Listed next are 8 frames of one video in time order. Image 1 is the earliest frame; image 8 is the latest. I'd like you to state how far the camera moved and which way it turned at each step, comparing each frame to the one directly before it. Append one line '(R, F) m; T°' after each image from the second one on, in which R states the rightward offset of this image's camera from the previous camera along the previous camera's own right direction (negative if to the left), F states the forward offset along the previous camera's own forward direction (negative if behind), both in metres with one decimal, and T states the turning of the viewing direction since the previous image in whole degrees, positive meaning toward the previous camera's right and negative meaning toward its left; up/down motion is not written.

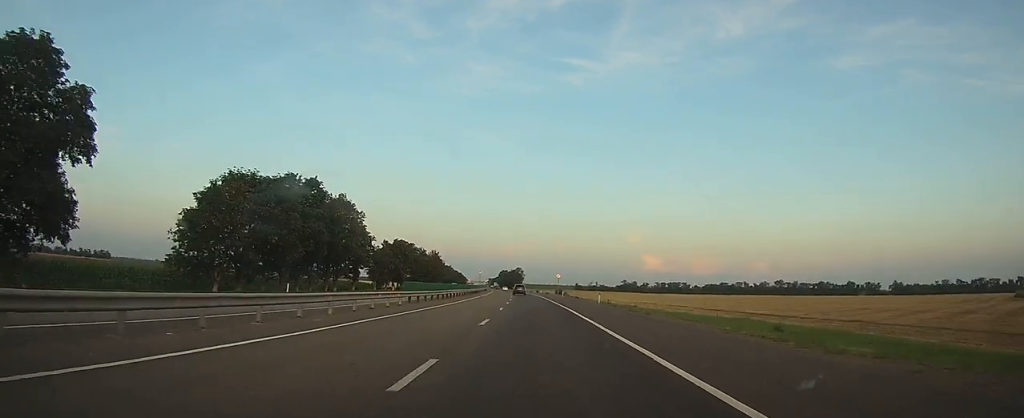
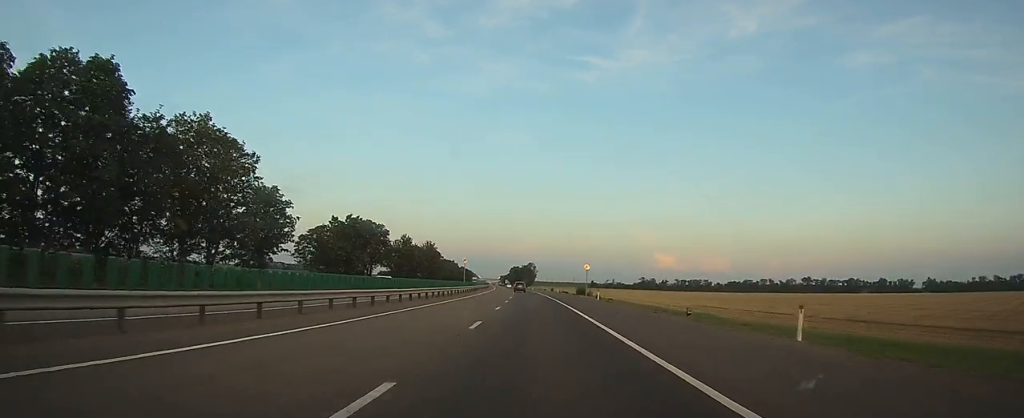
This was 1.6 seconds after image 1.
(-0.7, +38.5) m; -2°
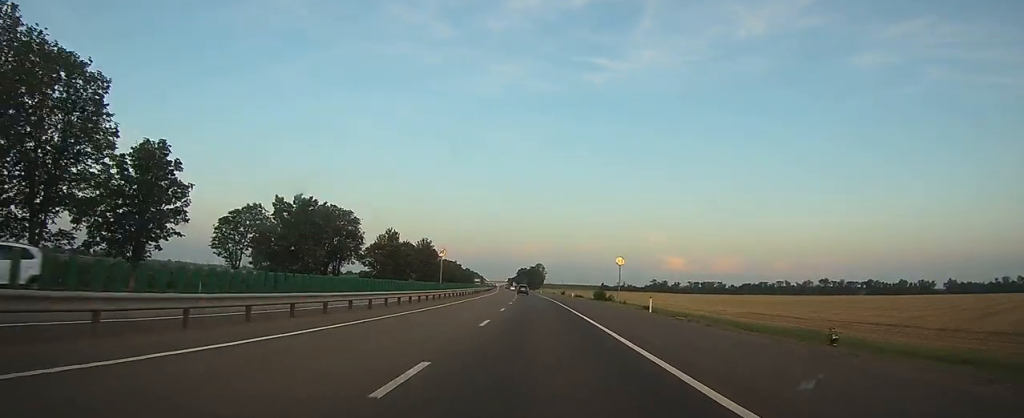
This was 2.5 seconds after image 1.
(0.0, +21.7) m; 0°
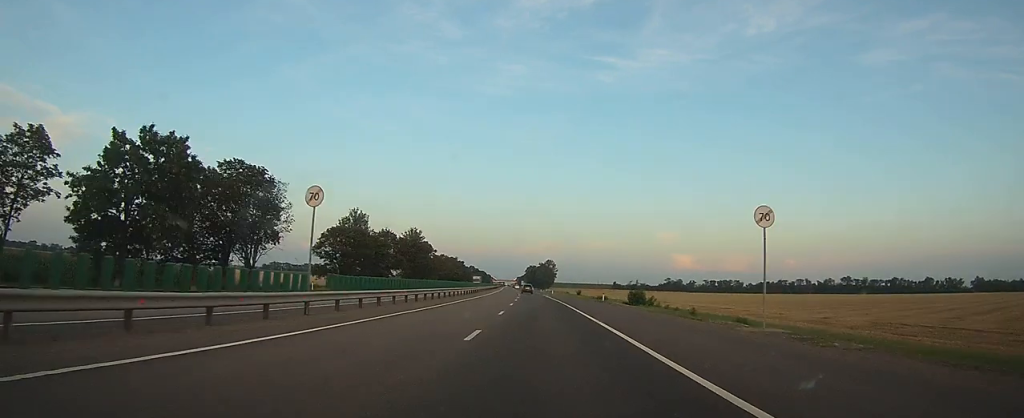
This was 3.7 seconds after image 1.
(-0.2, +29.0) m; -1°
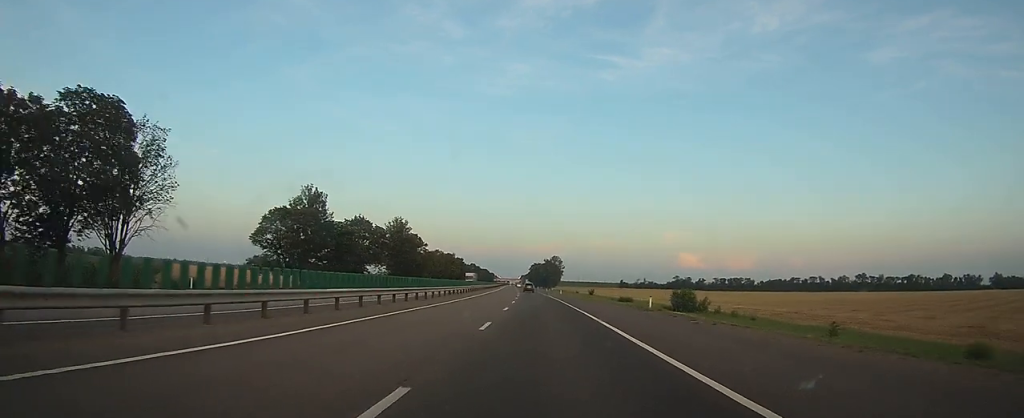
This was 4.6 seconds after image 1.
(0.0, +21.1) m; 0°
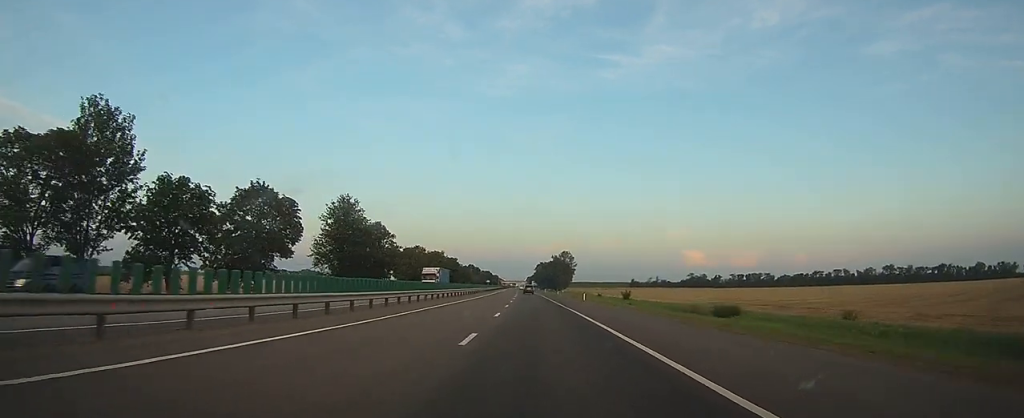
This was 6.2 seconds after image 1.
(-0.5, +39.3) m; -1°
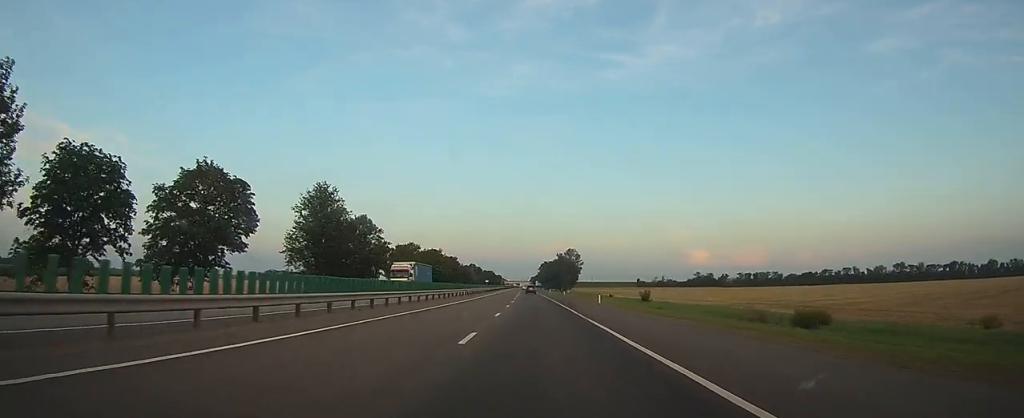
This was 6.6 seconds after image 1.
(0.0, +11.6) m; 0°
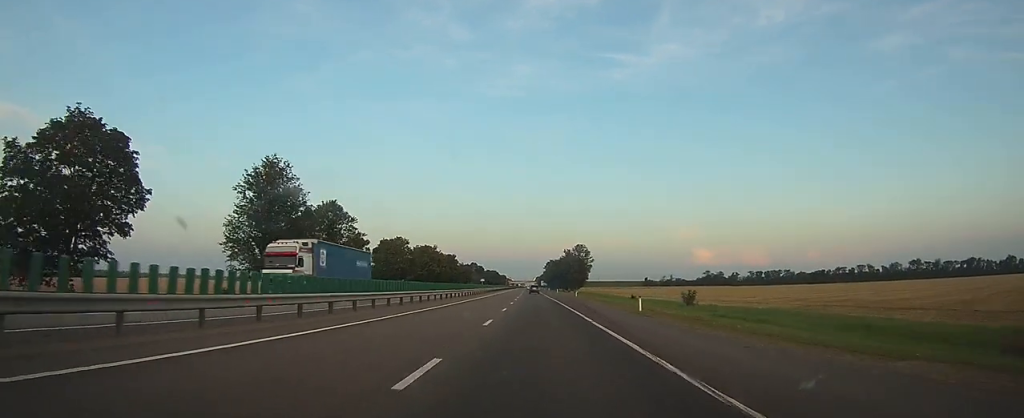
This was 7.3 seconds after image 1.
(0.0, +17.5) m; -1°
